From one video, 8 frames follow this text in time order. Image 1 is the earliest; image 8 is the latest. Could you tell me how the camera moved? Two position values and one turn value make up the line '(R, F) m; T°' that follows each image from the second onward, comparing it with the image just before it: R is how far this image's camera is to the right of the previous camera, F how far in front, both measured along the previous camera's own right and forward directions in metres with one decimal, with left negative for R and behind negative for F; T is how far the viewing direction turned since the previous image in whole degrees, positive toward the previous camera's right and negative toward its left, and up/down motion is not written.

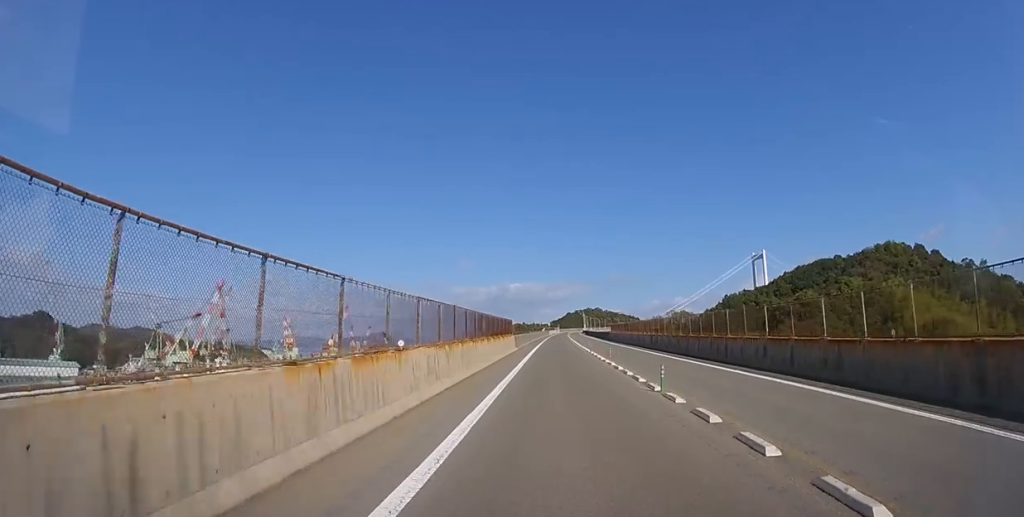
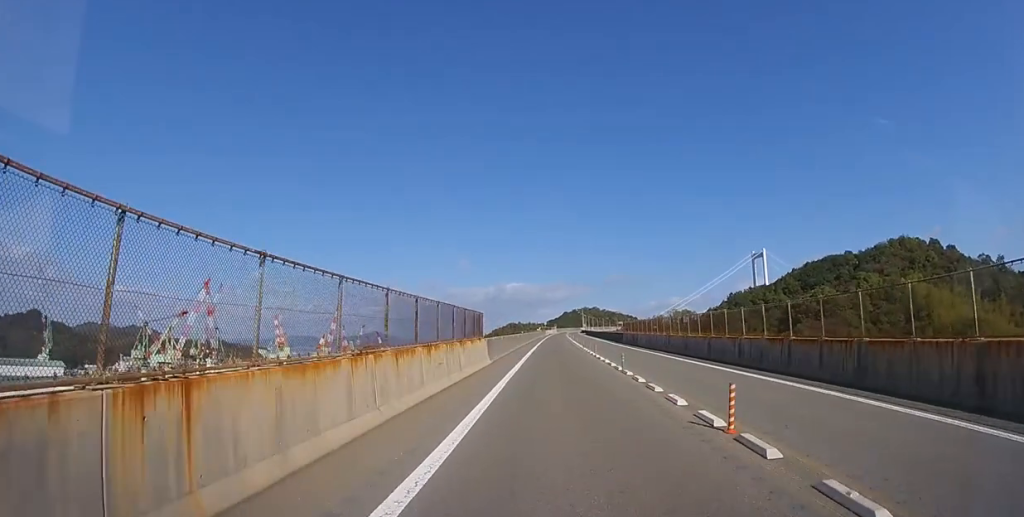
(0.0, +14.0) m; 0°
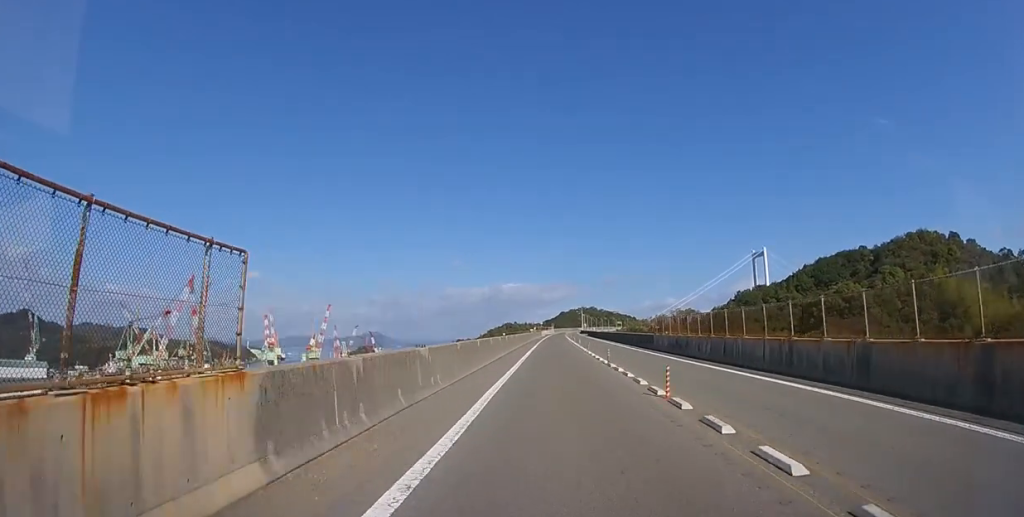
(+0.1, +16.0) m; +1°
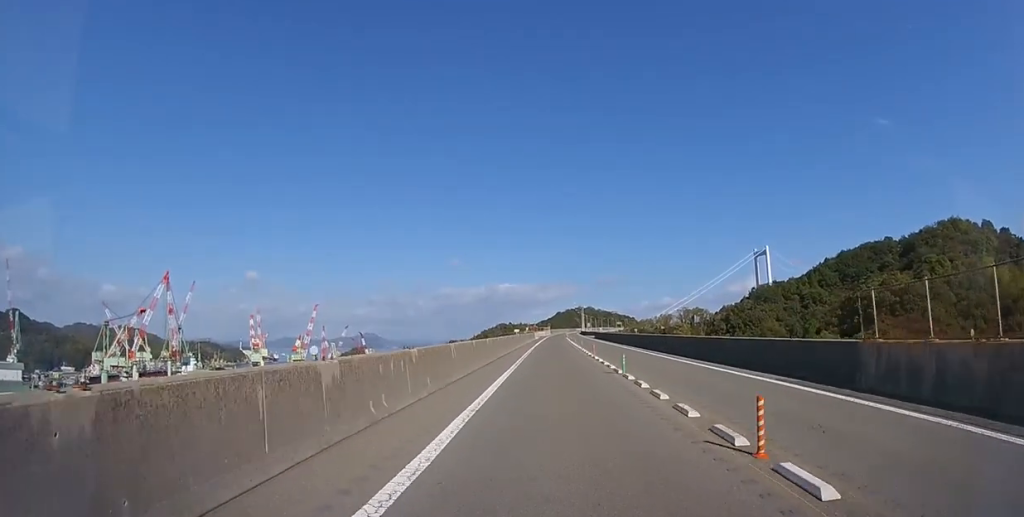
(+0.2, +24.9) m; +1°
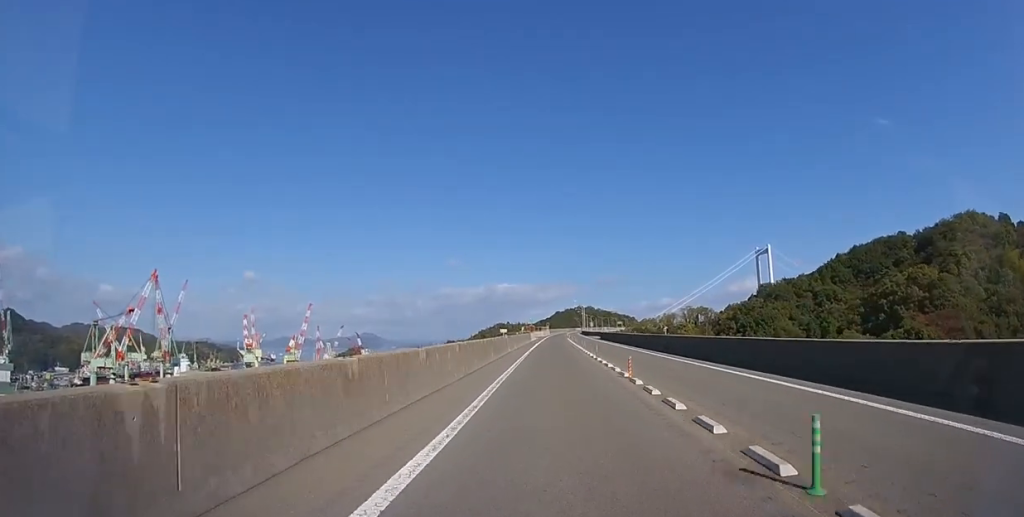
(0.0, +11.5) m; 0°
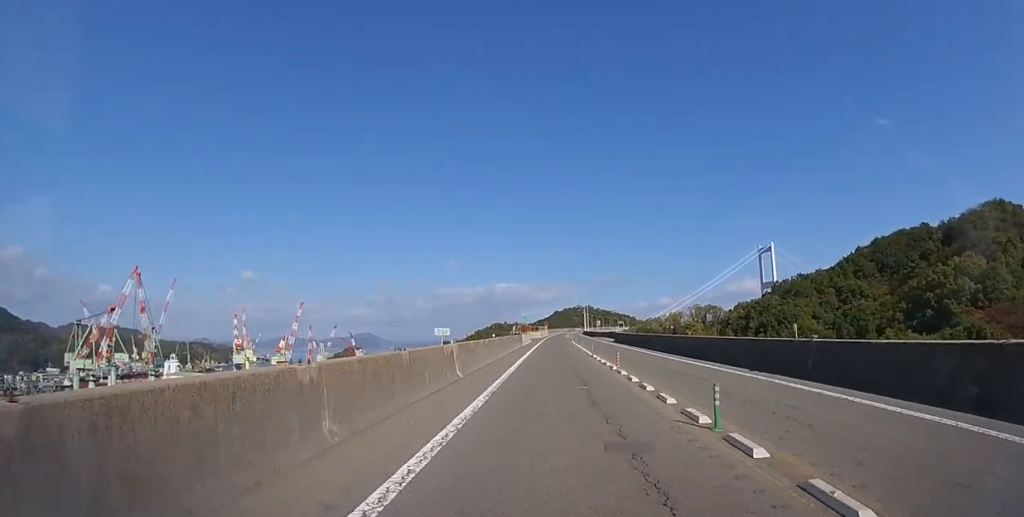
(0.0, +16.9) m; 0°
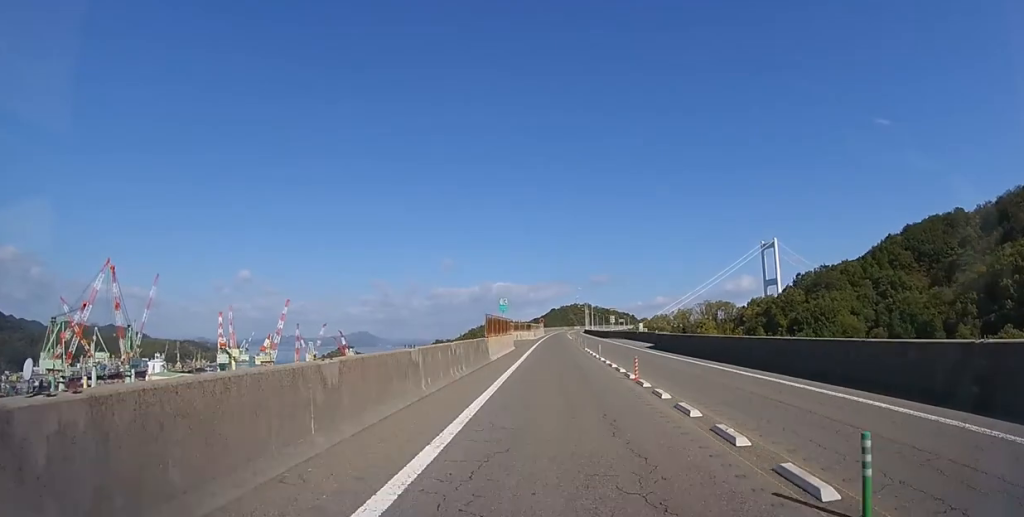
(0.0, +23.8) m; 0°
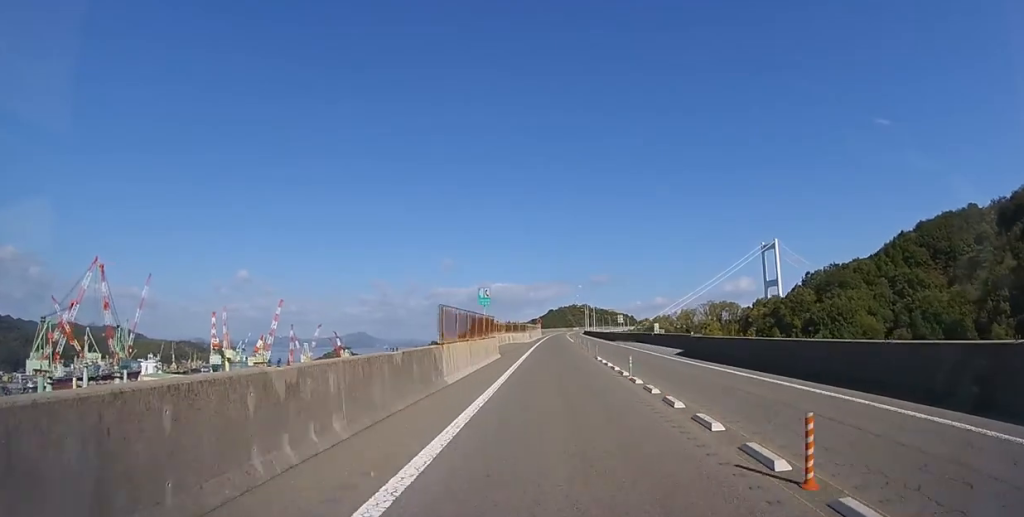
(0.0, +8.9) m; 0°
